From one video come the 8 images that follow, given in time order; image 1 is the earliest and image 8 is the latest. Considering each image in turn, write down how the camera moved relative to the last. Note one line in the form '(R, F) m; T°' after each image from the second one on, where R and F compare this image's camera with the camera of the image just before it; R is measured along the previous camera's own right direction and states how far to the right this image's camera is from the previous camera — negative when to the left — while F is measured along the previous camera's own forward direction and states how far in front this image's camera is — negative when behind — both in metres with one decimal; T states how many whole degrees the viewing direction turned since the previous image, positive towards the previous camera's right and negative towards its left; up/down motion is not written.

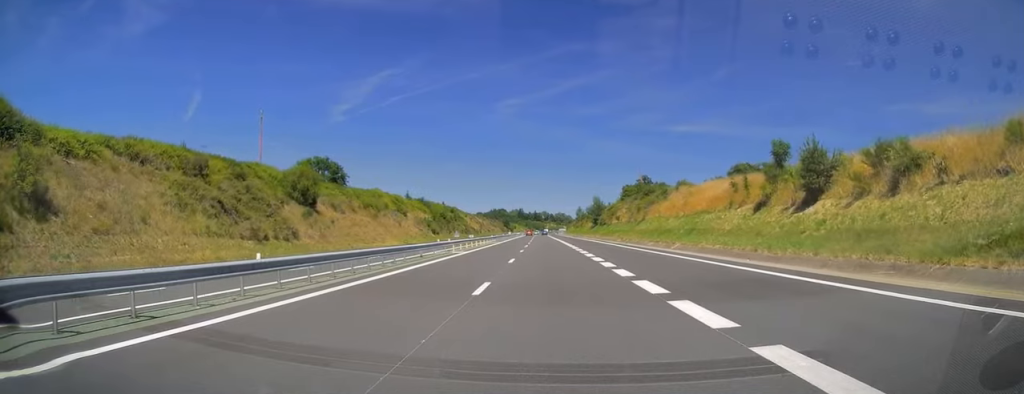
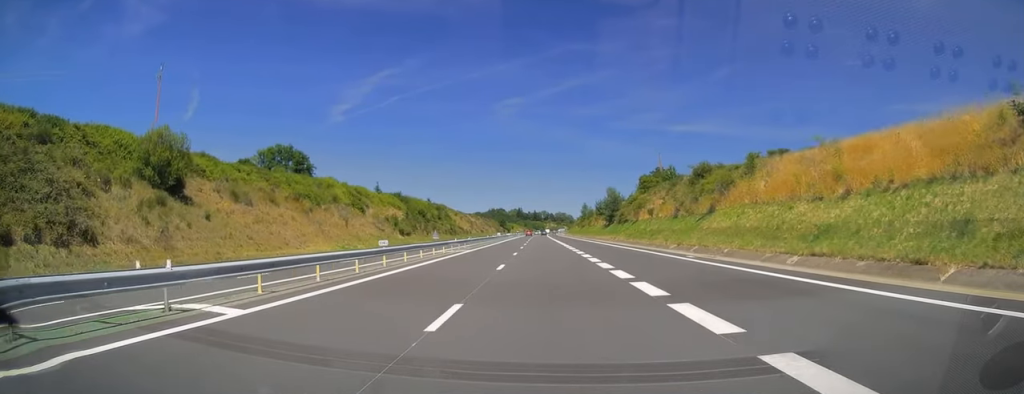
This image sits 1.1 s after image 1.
(-0.1, +30.9) m; 0°
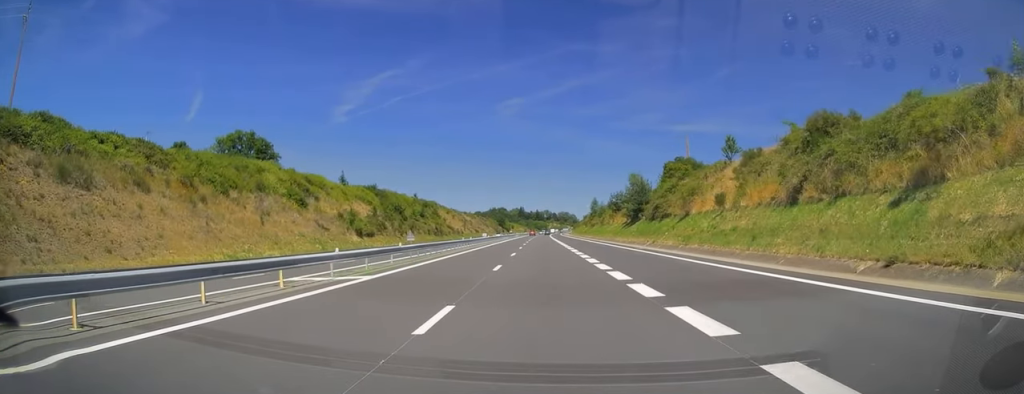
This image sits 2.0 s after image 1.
(-0.1, +26.5) m; 0°
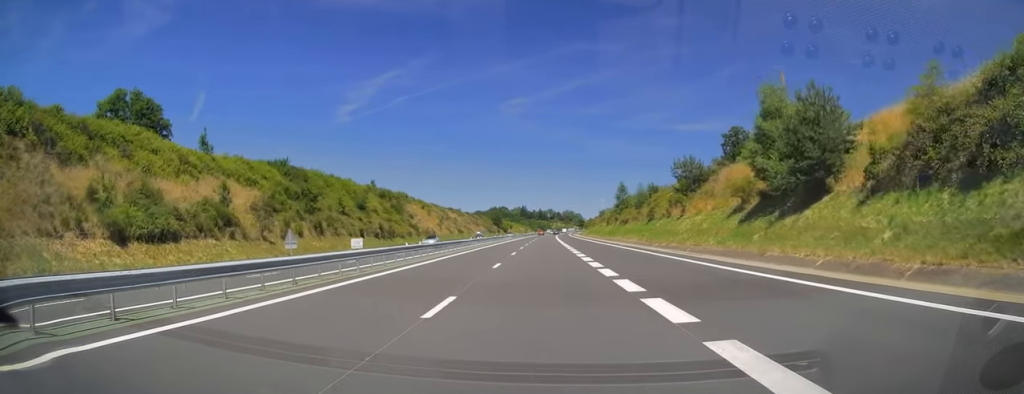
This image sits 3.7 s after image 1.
(0.0, +51.0) m; 0°
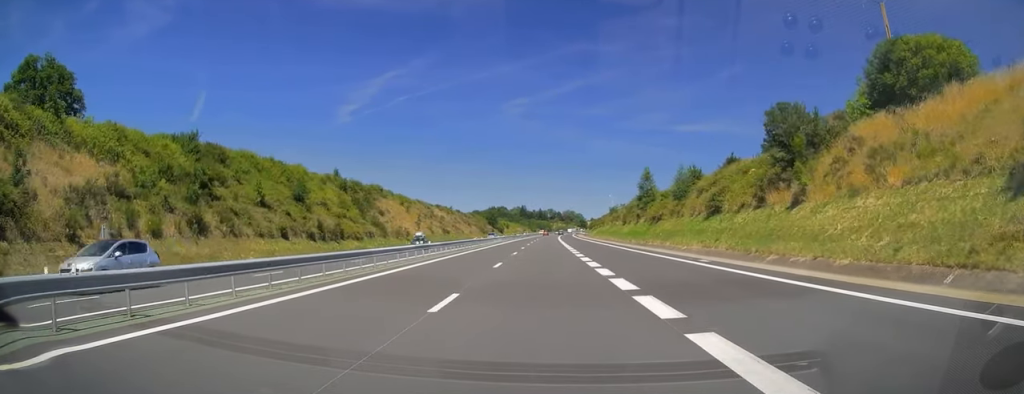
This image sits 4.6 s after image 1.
(0.0, +25.5) m; -1°
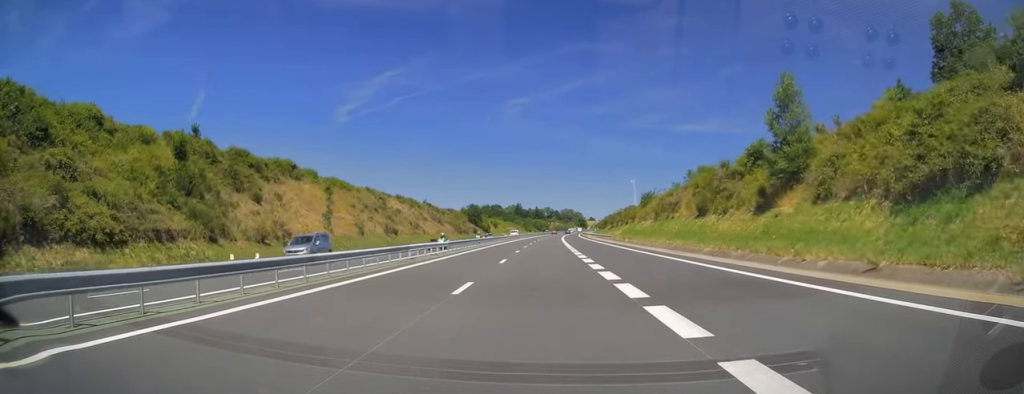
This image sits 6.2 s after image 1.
(-0.1, +49.6) m; 0°
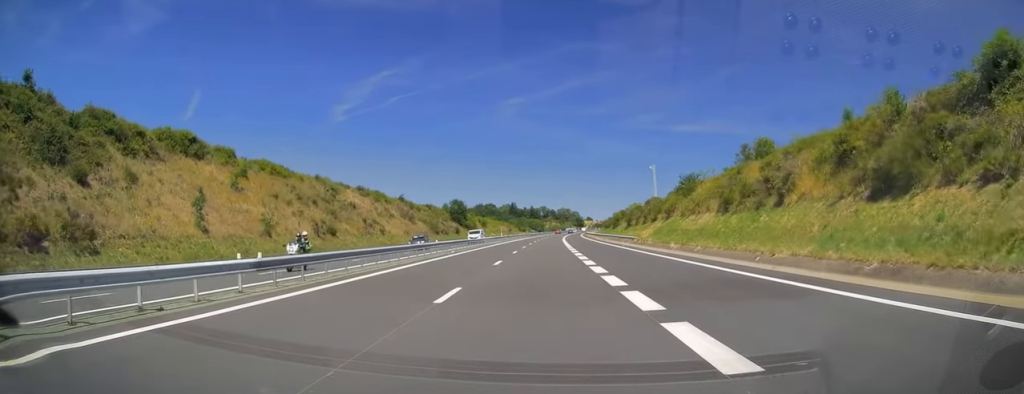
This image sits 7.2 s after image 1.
(+0.1, +28.0) m; 0°
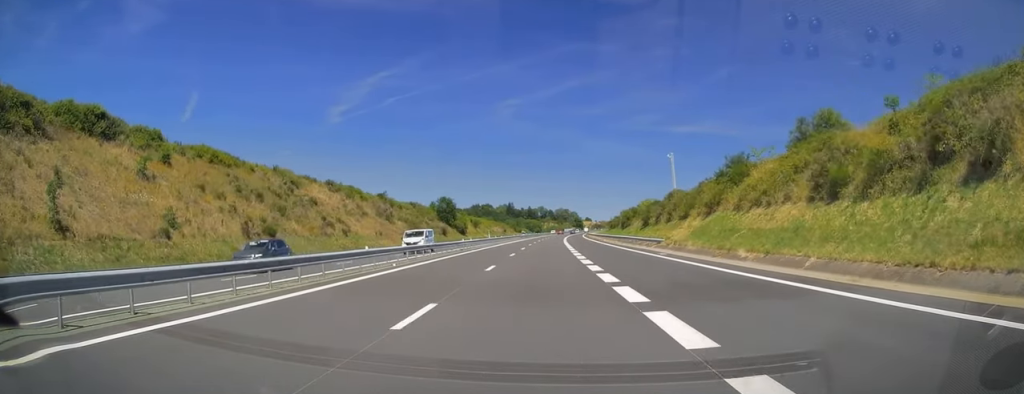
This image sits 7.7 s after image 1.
(0.0, +16.2) m; 0°
